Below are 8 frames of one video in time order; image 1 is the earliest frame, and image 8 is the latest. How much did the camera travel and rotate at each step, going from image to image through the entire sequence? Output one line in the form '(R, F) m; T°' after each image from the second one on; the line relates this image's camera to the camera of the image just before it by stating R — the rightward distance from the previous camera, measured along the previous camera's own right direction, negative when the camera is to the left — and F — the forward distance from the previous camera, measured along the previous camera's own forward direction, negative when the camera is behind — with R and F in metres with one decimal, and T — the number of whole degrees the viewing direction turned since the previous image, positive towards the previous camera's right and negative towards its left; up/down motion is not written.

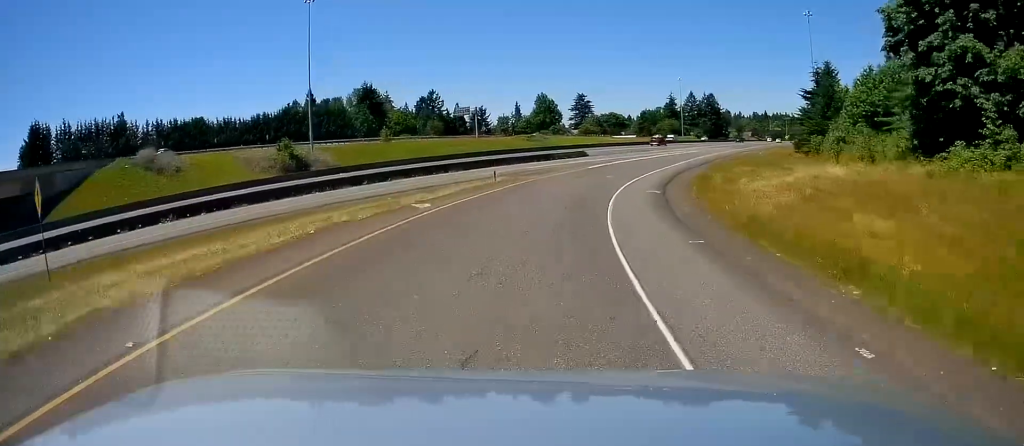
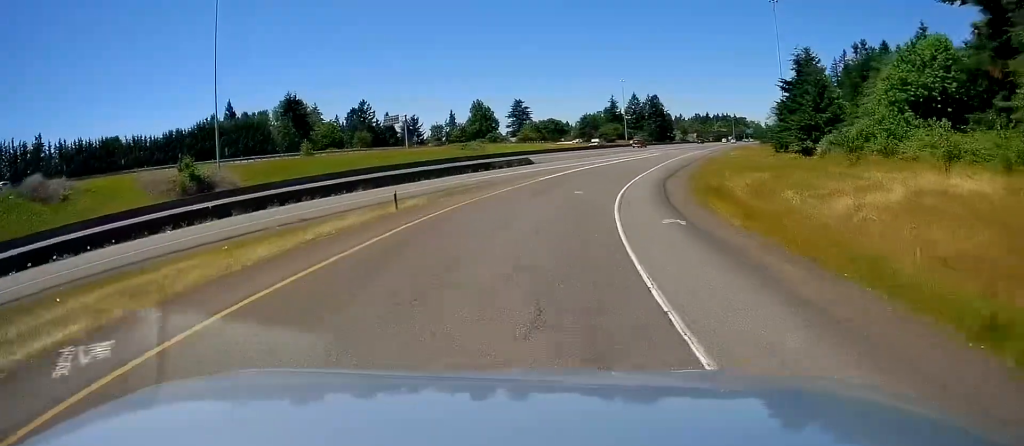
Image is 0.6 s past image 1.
(+0.2, +14.9) m; +4°
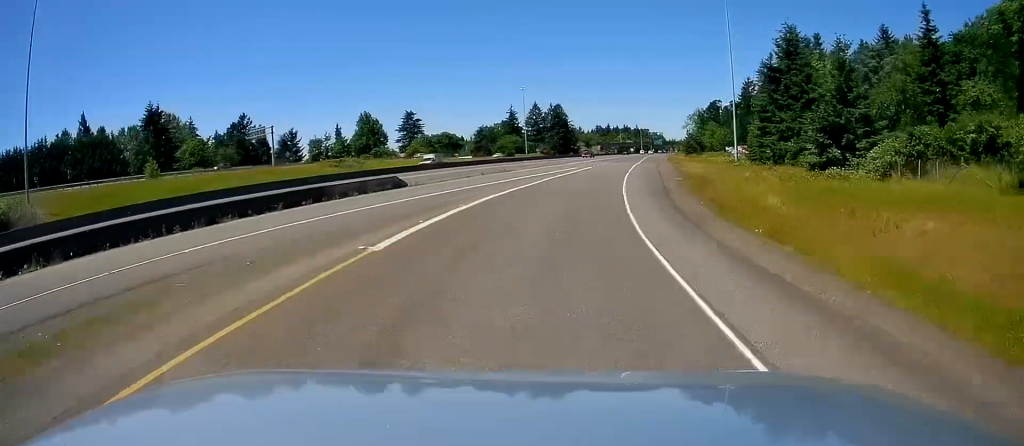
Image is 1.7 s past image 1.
(+1.7, +26.7) m; +8°
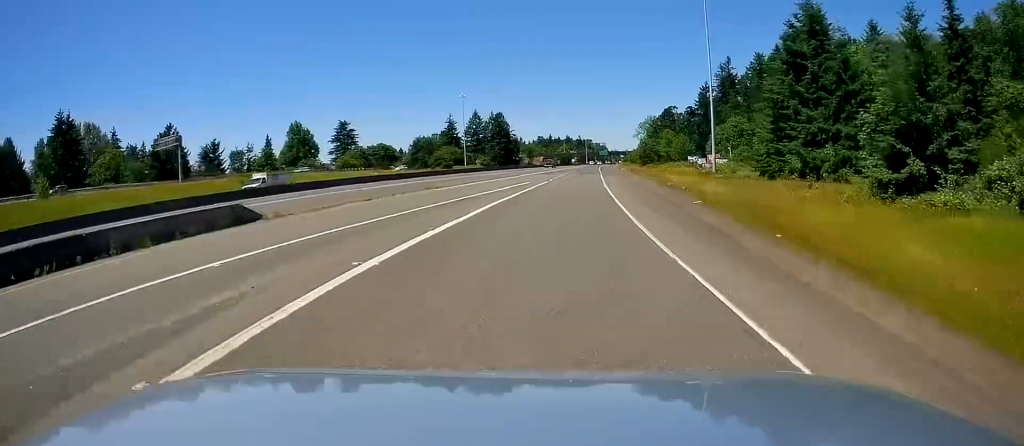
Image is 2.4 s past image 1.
(+1.0, +17.9) m; +7°
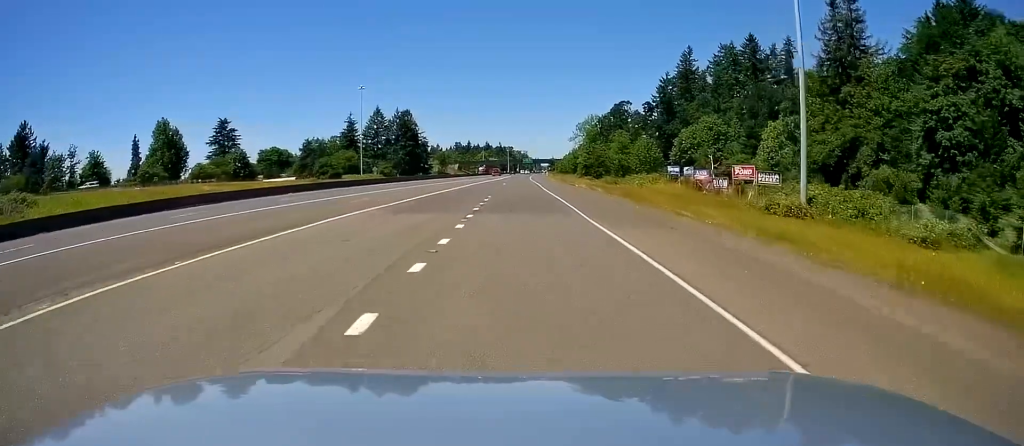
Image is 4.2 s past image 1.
(+7.7, +51.1) m; +12°
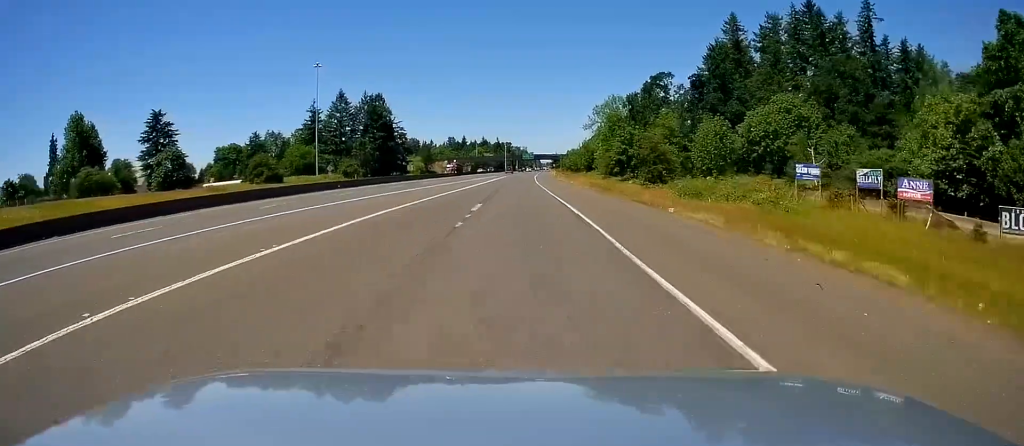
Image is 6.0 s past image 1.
(+1.2, +48.4) m; +1°
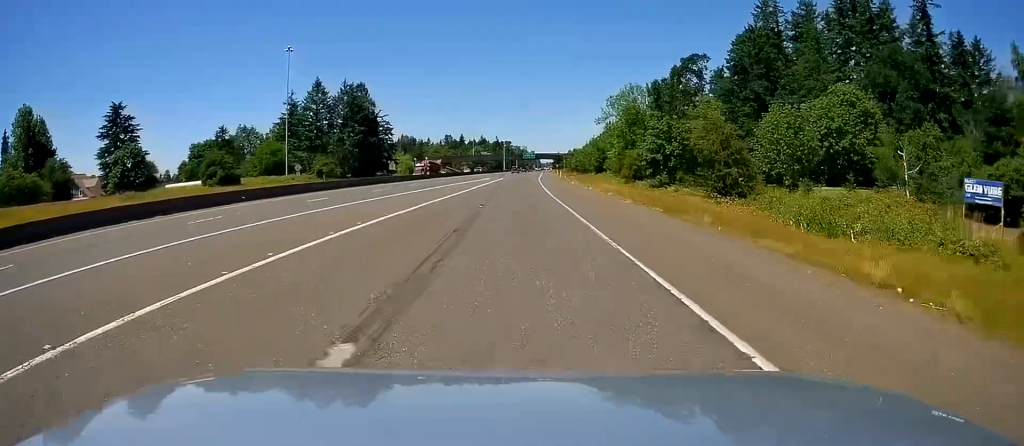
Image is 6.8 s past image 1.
(-1.0, +22.7) m; 0°
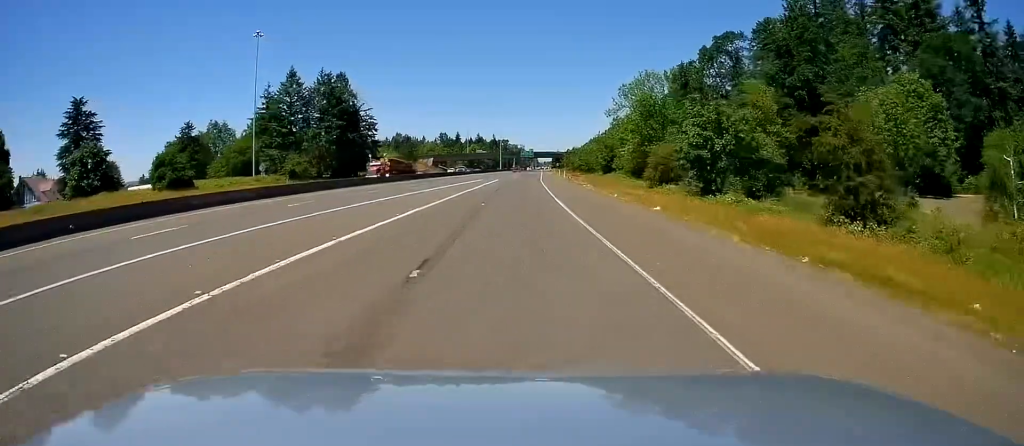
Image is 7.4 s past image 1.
(+0.7, +17.6) m; +1°
